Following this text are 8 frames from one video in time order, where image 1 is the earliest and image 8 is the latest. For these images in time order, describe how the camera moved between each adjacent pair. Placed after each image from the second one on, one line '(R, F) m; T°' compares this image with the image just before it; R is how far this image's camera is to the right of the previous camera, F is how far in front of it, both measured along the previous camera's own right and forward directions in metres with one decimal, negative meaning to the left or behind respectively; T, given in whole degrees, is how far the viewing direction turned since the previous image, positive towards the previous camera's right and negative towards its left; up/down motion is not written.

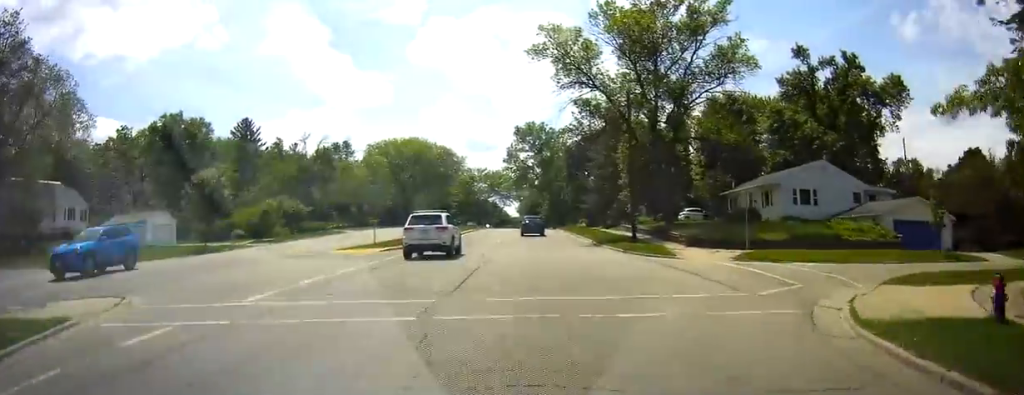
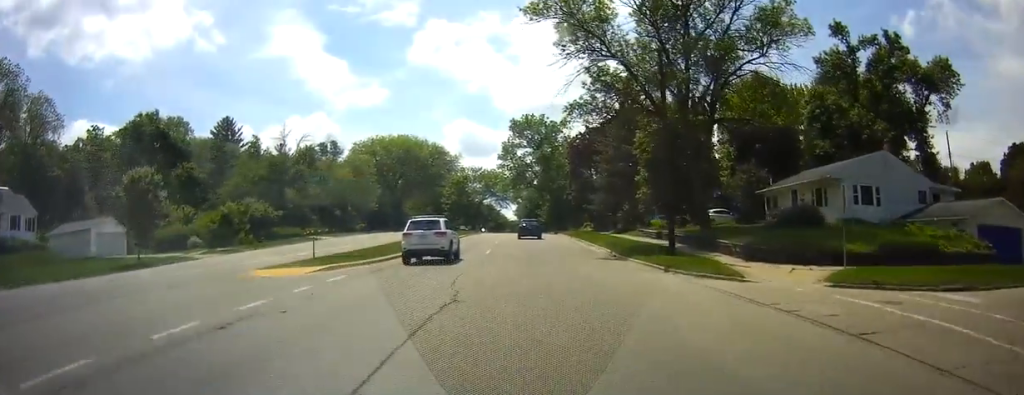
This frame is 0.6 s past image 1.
(0.0, +9.4) m; 0°
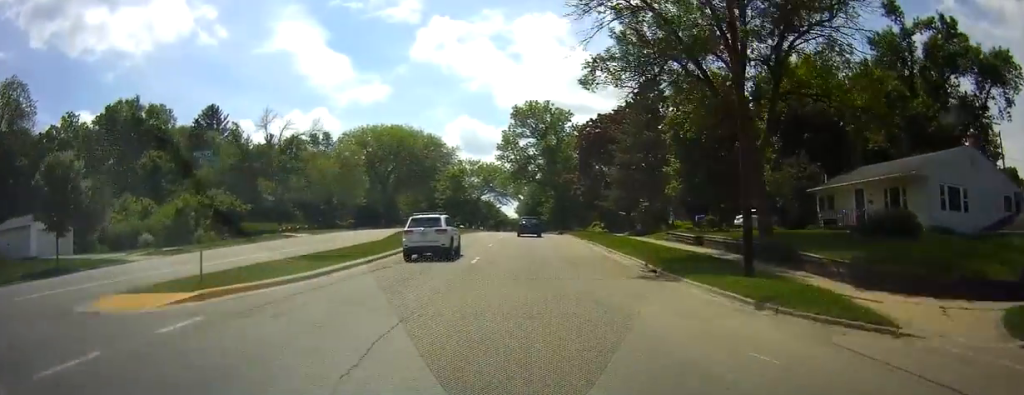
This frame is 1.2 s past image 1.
(0.0, +8.9) m; 0°
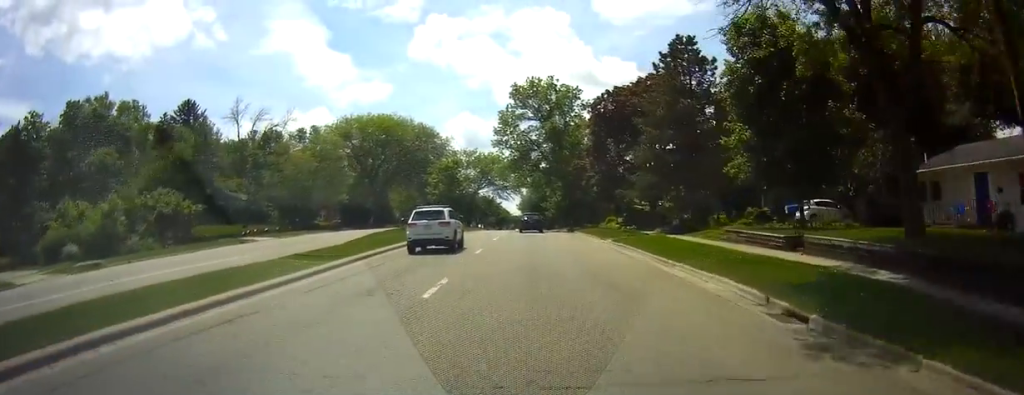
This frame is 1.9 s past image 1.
(0.0, +11.0) m; 0°
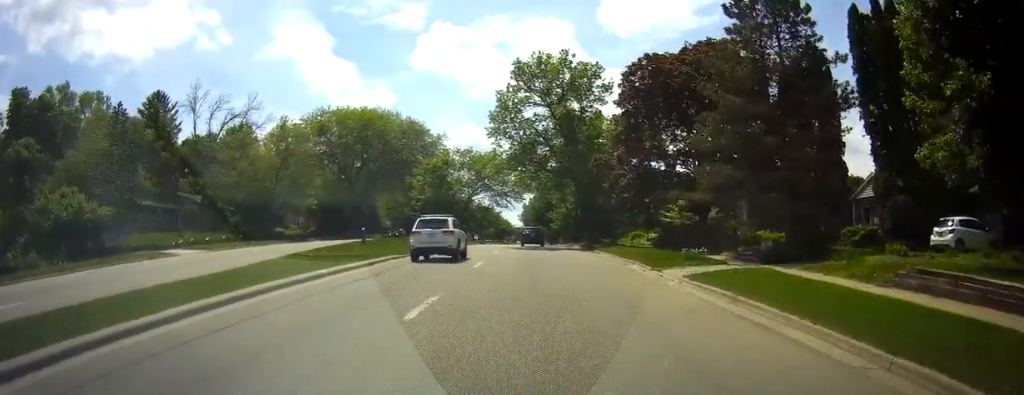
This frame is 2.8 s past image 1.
(0.0, +14.0) m; 0°
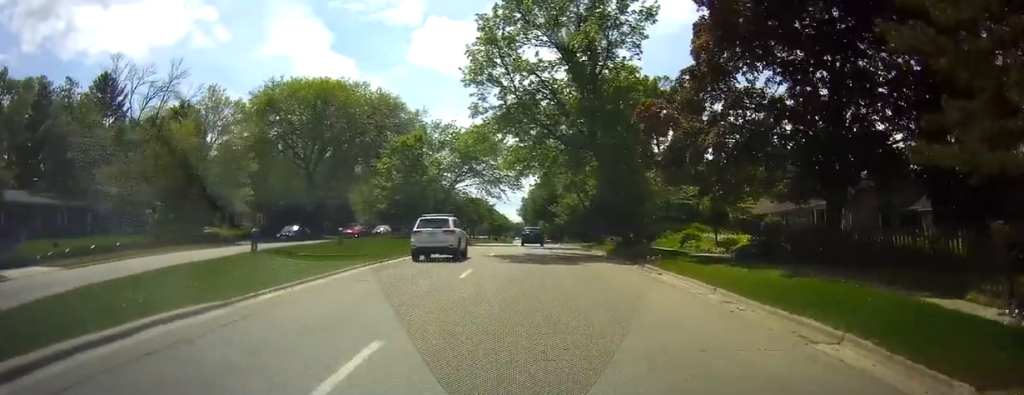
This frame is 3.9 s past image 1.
(0.0, +17.0) m; 0°
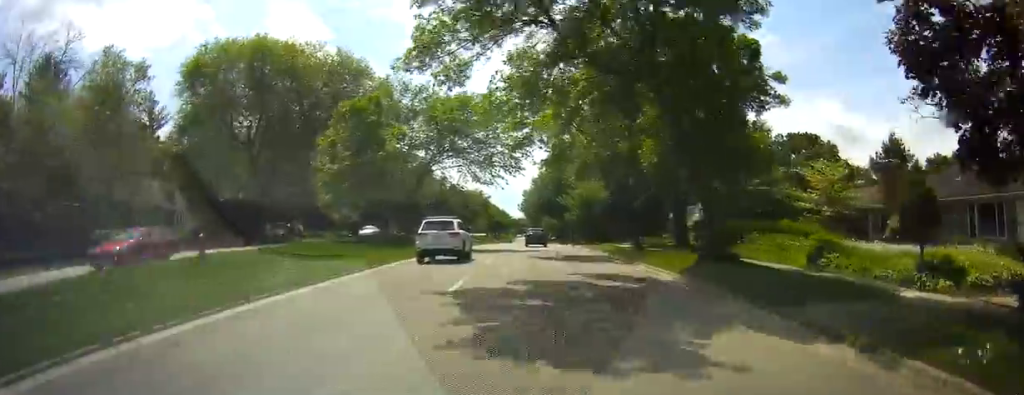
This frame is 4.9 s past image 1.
(0.0, +16.5) m; 0°
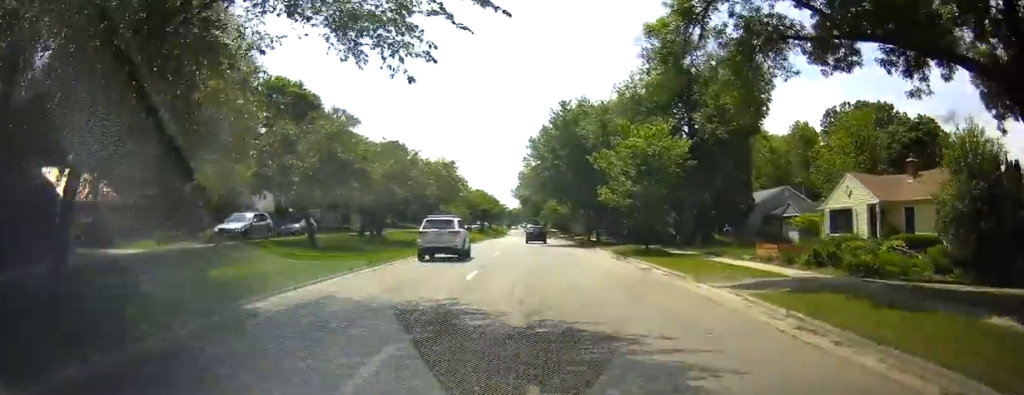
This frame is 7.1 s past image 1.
(0.0, +33.3) m; 0°
